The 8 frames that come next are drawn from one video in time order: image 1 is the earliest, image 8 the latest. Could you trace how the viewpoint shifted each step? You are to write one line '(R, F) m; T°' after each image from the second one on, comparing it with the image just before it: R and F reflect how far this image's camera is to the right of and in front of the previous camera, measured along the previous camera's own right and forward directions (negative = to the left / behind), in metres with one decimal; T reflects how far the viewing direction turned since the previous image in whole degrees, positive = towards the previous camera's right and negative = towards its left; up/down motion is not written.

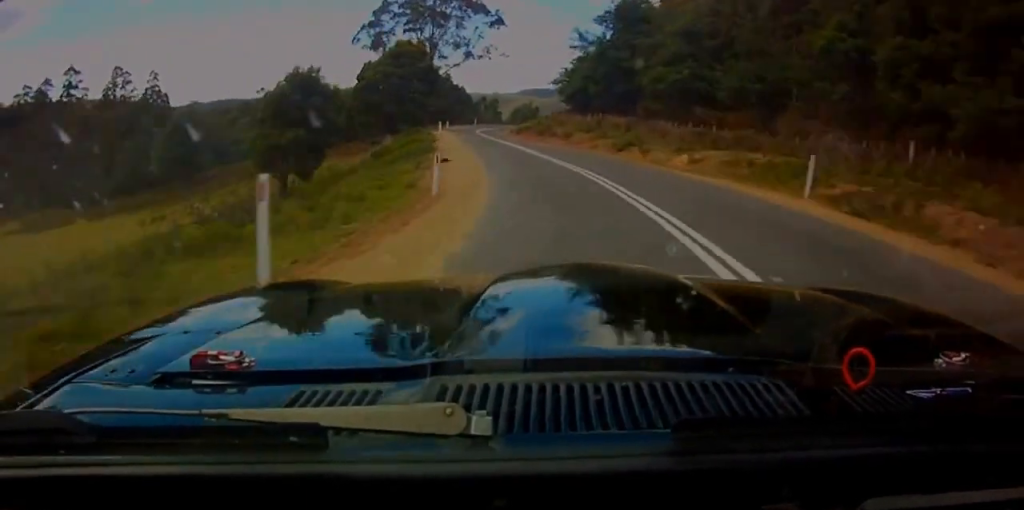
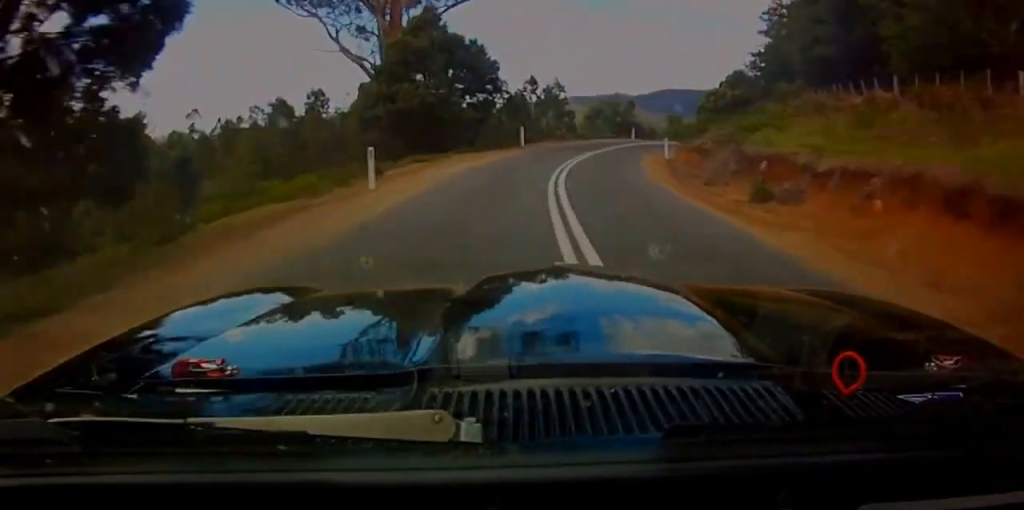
(+7.0, +61.8) m; +13°
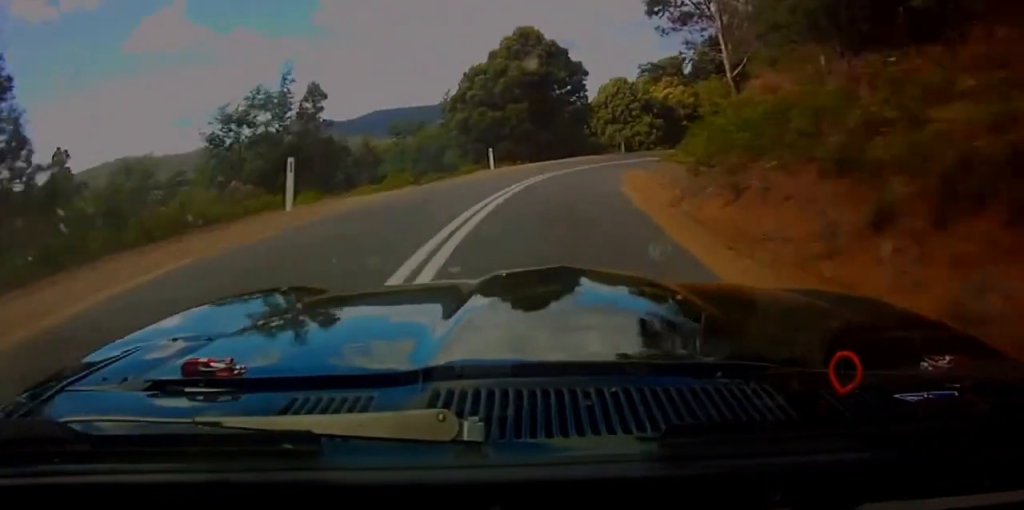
(+3.0, +50.0) m; +9°
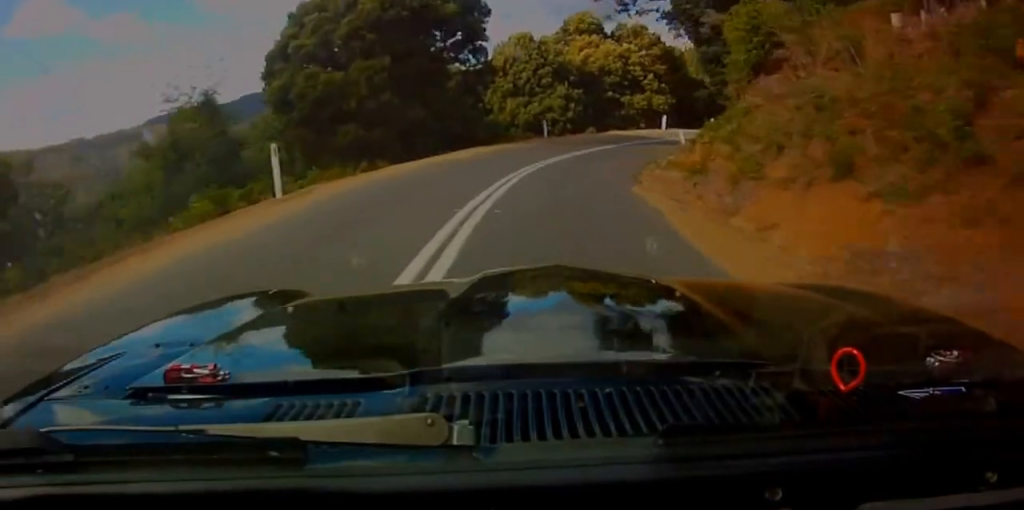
(-1.3, +20.2) m; +14°
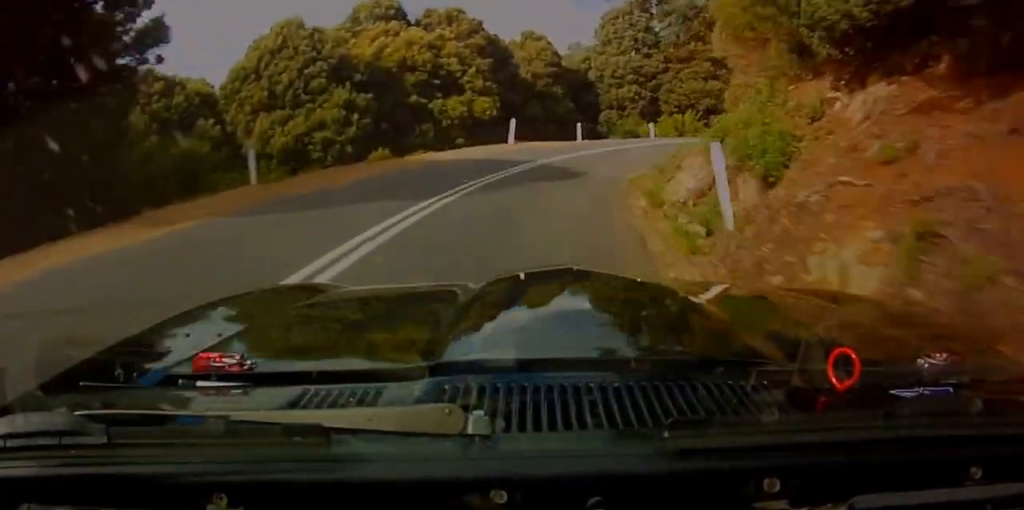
(+7.9, +24.0) m; +17°
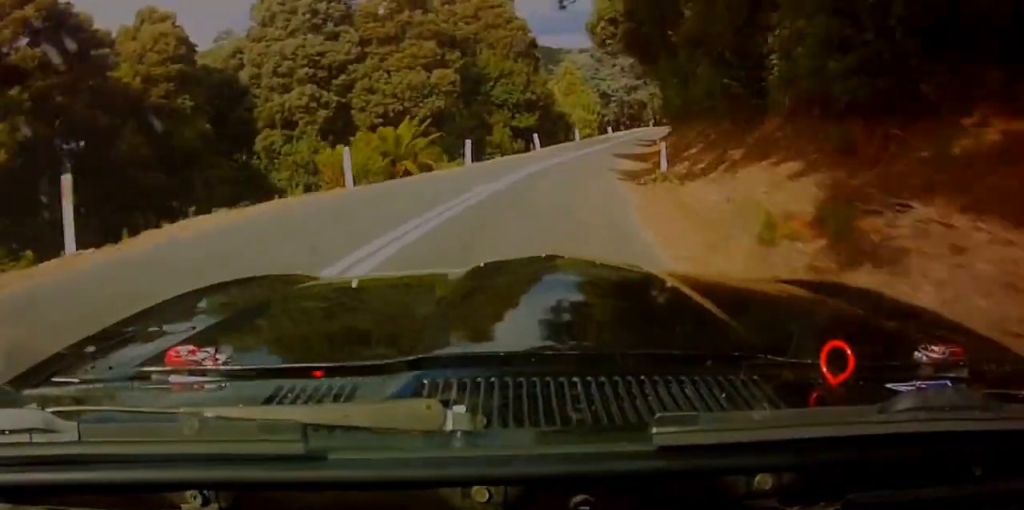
(+0.8, +28.3) m; +2°
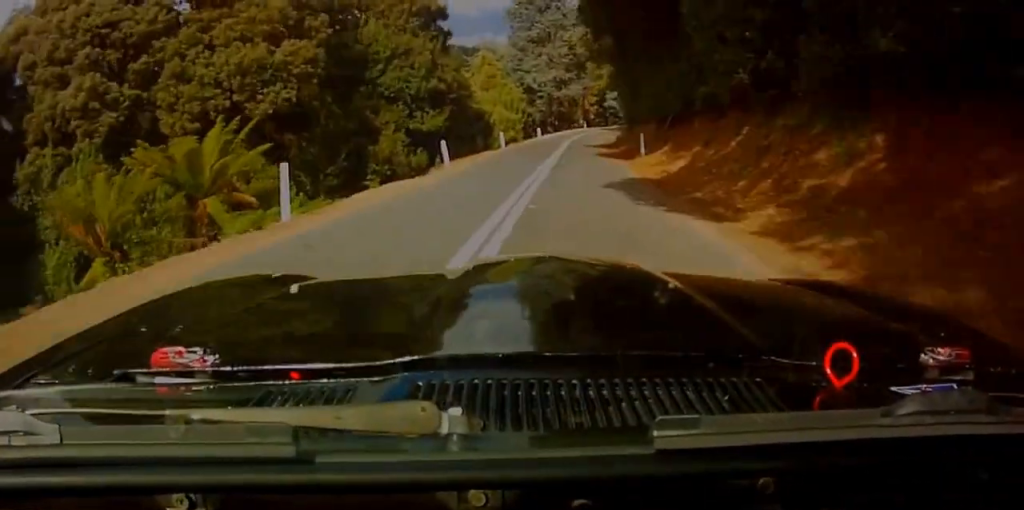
(0.0, +15.5) m; 0°
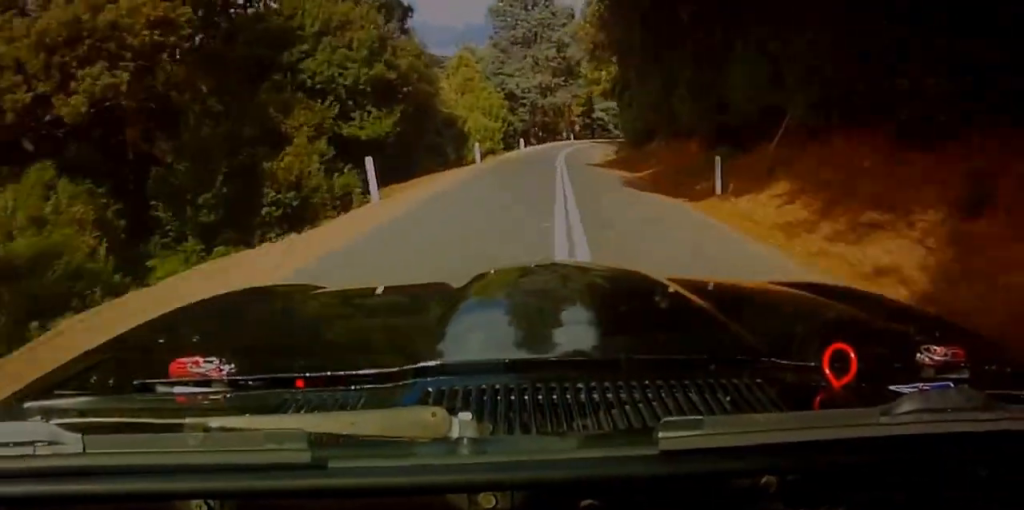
(0.0, +11.2) m; 0°
